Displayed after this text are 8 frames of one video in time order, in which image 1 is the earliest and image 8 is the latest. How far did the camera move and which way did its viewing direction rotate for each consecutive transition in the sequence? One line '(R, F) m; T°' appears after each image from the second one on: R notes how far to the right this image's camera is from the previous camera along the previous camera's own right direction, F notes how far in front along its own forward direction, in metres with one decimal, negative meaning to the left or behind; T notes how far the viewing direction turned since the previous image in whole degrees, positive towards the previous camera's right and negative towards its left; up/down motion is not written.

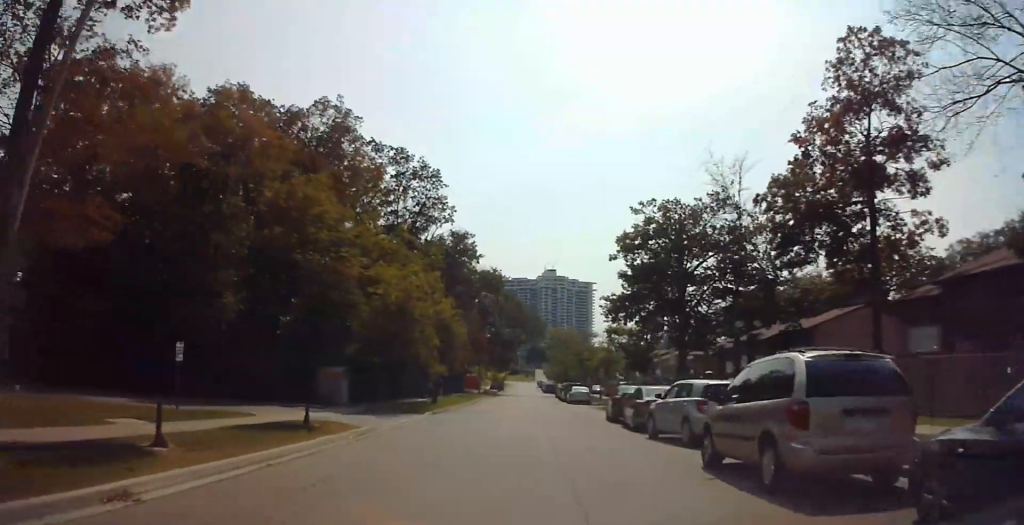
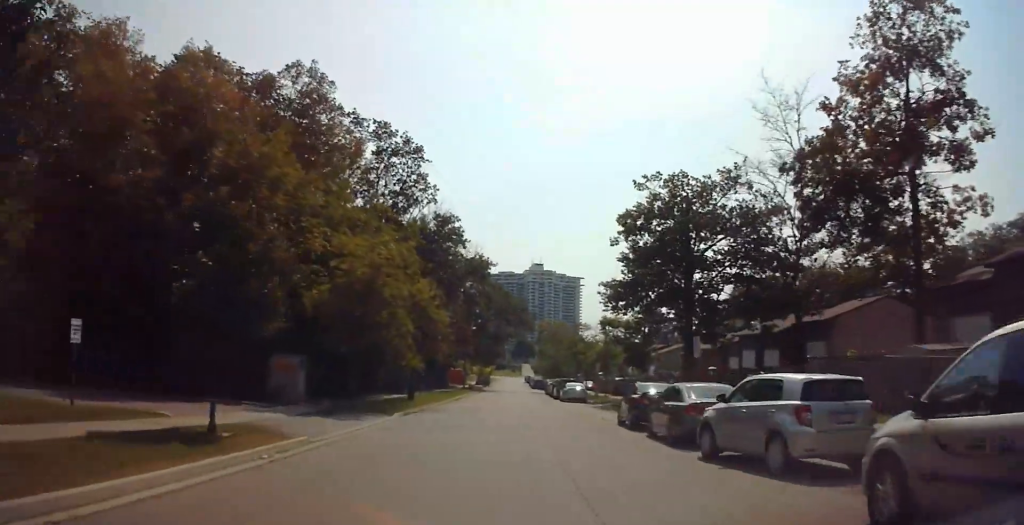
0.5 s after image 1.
(-0.2, +5.6) m; 0°
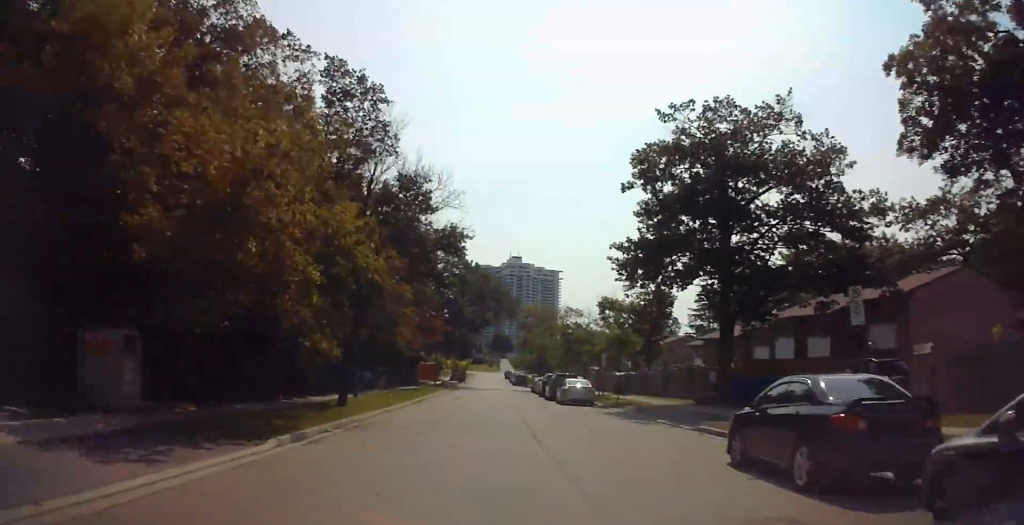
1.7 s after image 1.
(+0.4, +13.0) m; +2°
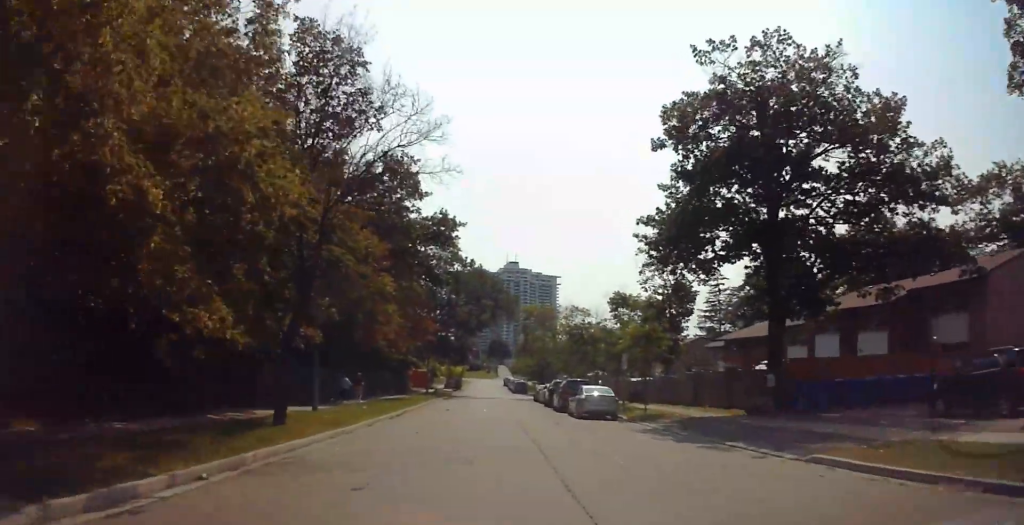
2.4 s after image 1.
(+0.1, +7.8) m; -1°
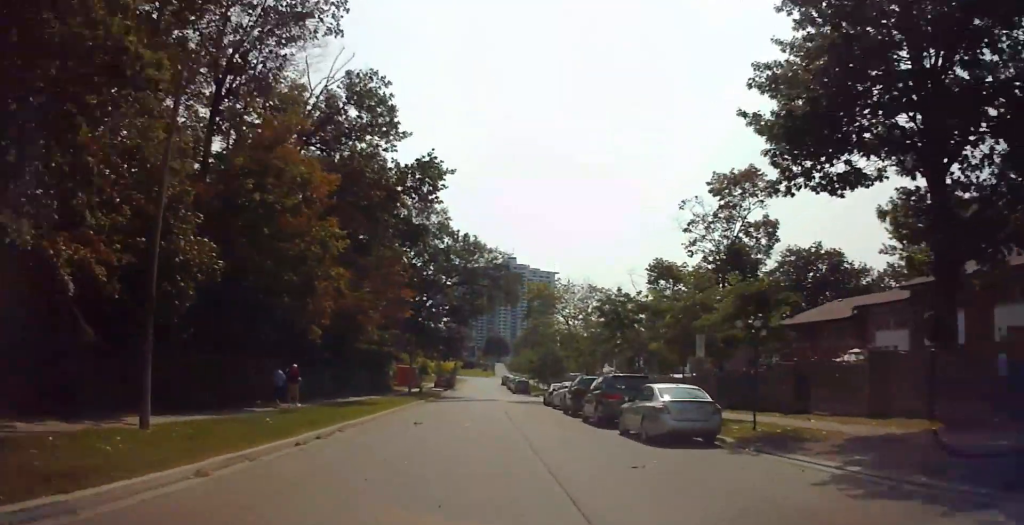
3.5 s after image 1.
(-0.3, +14.0) m; 0°
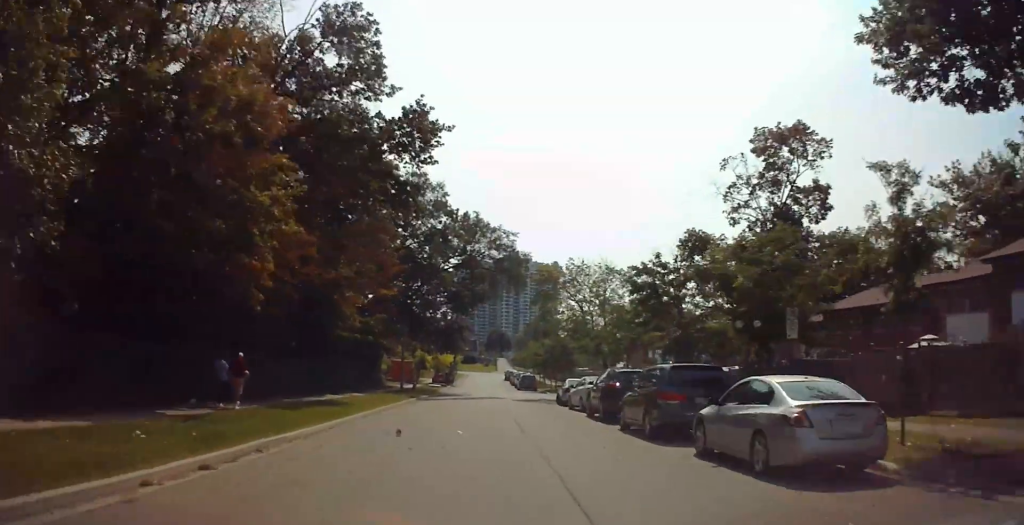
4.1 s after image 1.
(+0.2, +7.4) m; 0°
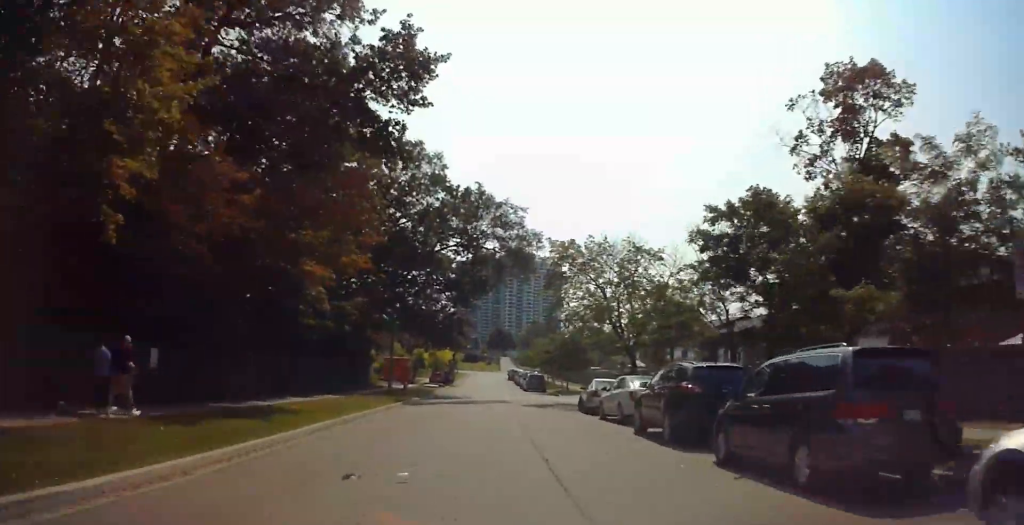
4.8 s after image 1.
(+0.1, +8.2) m; 0°
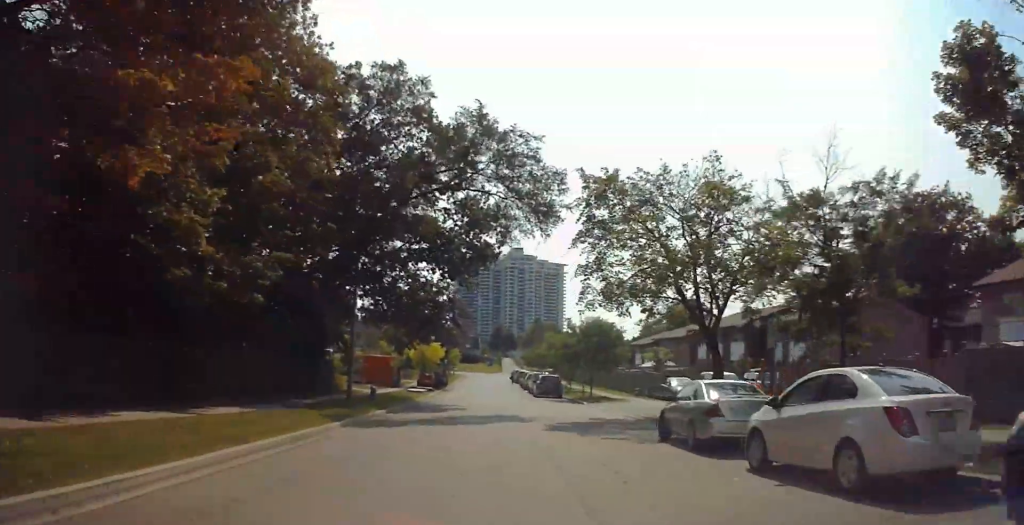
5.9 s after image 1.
(-0.3, +14.3) m; -1°
